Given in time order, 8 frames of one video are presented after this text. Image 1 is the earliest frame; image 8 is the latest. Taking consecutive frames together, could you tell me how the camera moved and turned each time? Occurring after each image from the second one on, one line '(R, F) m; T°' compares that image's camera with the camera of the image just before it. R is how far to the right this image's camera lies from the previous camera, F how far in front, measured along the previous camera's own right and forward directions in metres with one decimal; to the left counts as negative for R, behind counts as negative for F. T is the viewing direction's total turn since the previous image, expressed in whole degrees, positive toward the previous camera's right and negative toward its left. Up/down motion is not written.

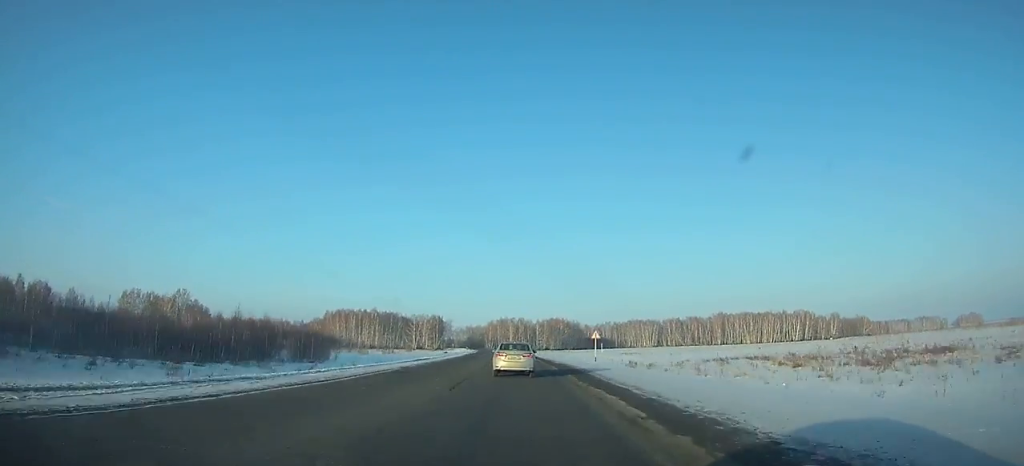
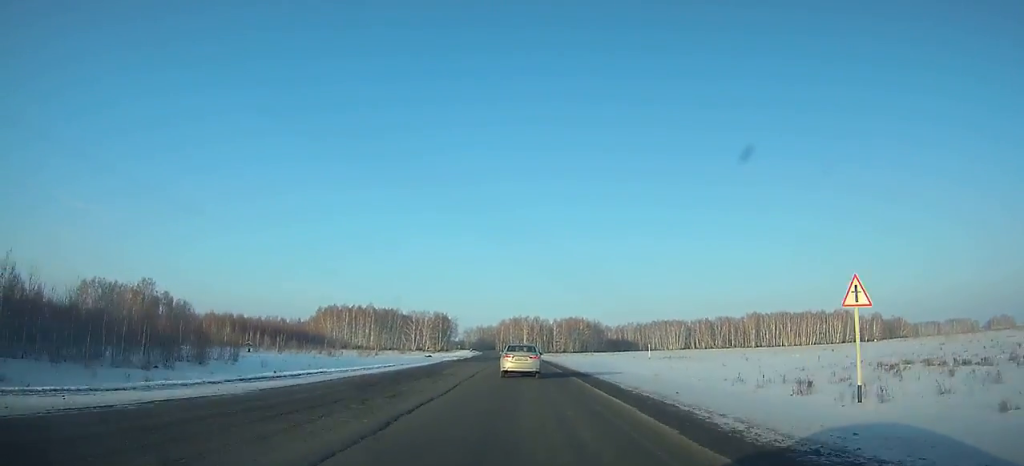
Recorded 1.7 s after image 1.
(-0.4, +40.1) m; -1°
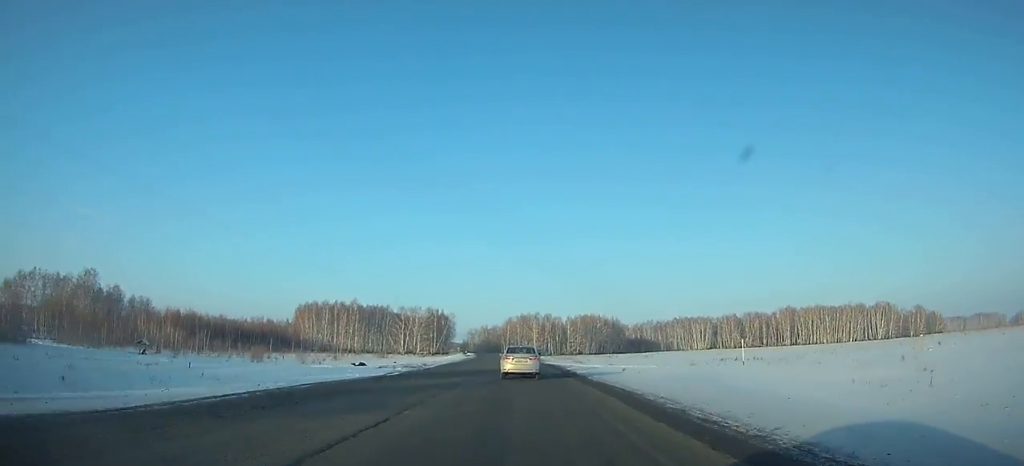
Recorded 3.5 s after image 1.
(-0.4, +42.5) m; -1°
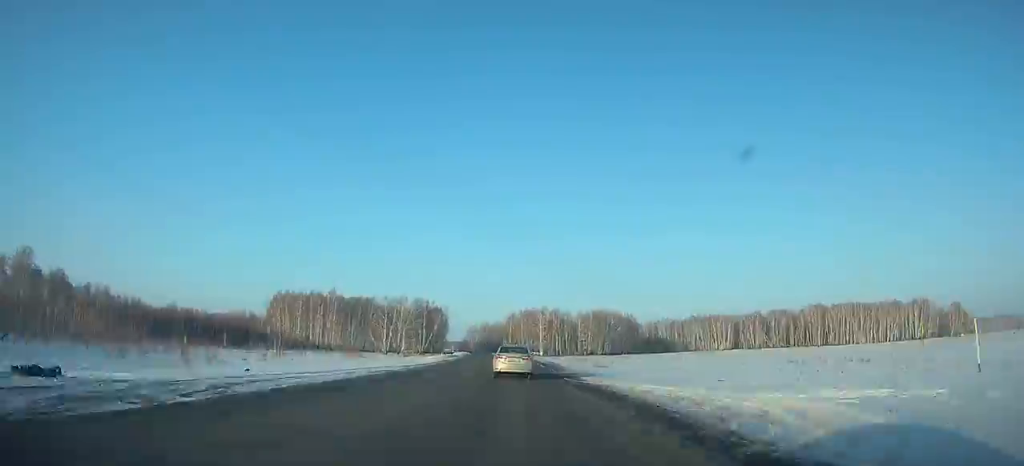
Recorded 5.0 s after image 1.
(-0.3, +35.4) m; -1°
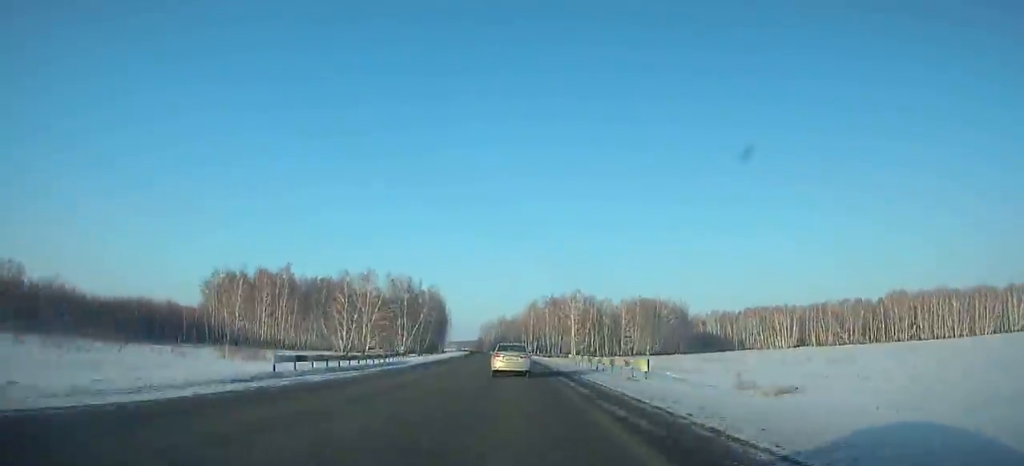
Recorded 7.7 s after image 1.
(-0.9, +63.7) m; -2°
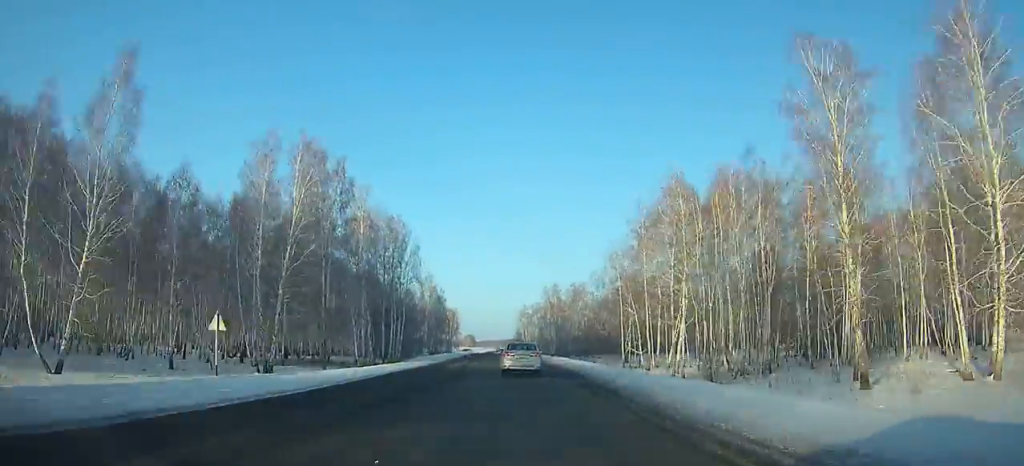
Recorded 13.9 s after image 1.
(-7.0, +144.9) m; -5°
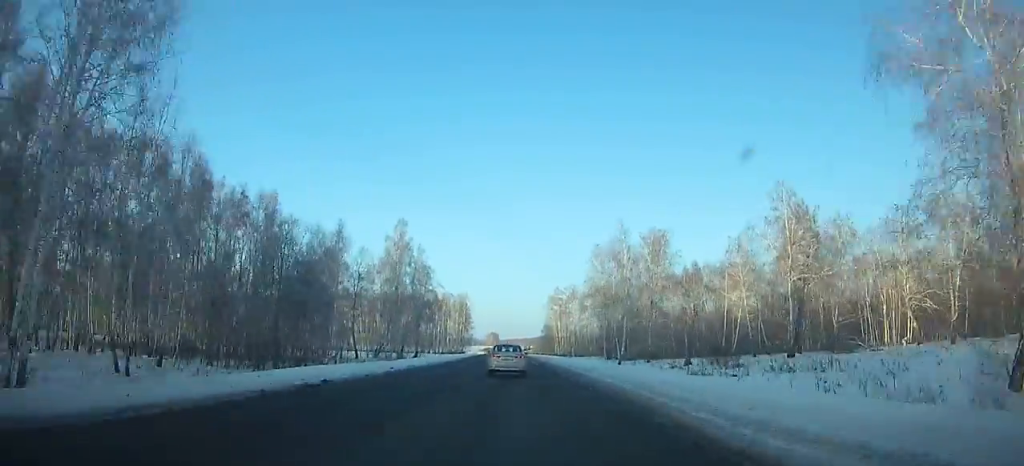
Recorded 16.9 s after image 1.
(-1.3, +69.2) m; -2°
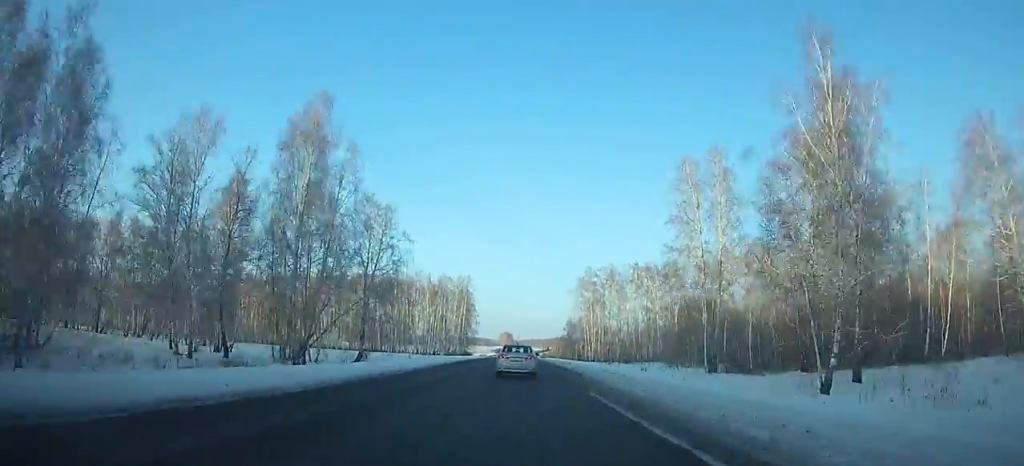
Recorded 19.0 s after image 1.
(-0.5, +48.1) m; -1°
